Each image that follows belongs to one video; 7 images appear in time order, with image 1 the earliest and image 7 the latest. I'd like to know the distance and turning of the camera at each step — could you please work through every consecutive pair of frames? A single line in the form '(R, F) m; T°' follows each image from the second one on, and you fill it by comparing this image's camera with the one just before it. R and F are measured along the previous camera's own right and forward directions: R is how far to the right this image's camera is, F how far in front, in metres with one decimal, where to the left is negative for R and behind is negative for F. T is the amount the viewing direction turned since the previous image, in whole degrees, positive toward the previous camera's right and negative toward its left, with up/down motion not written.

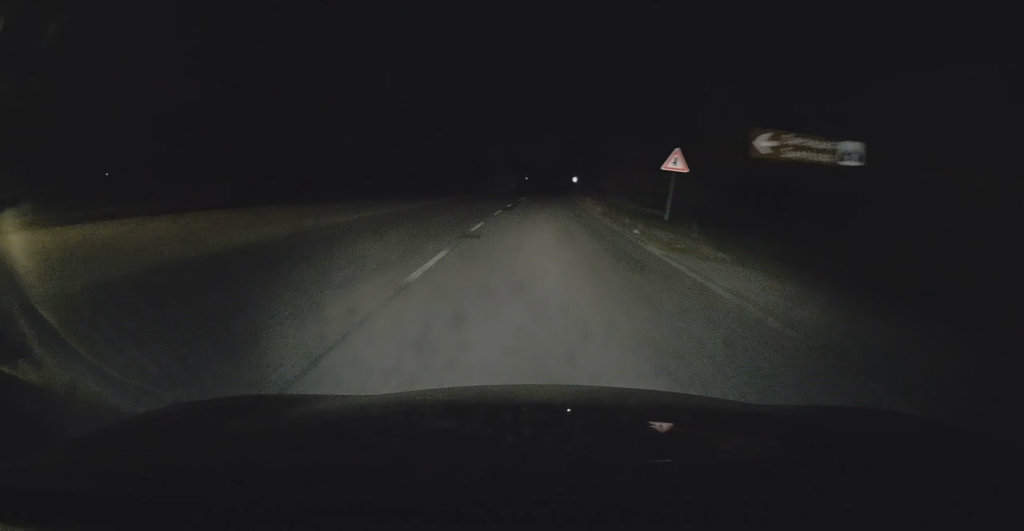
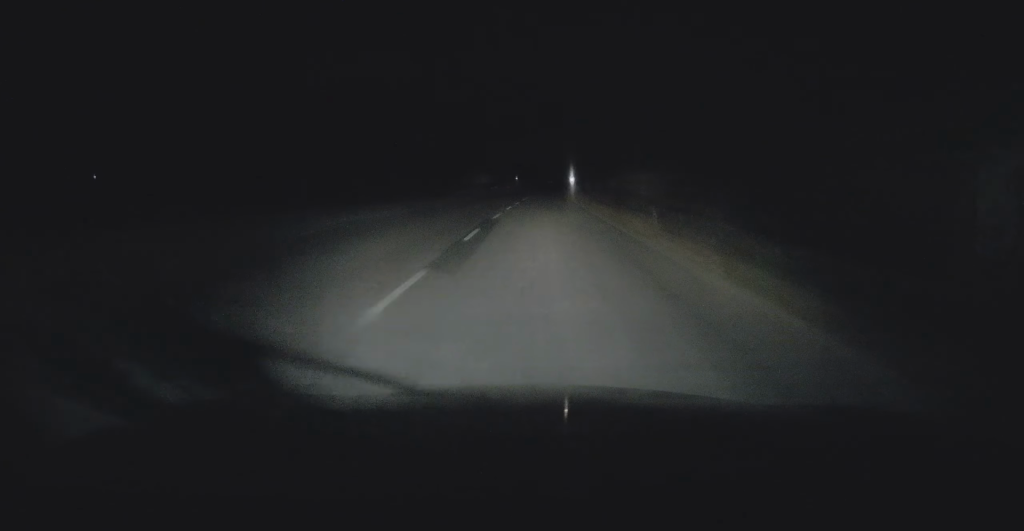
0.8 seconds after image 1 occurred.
(+0.1, +17.6) m; +1°
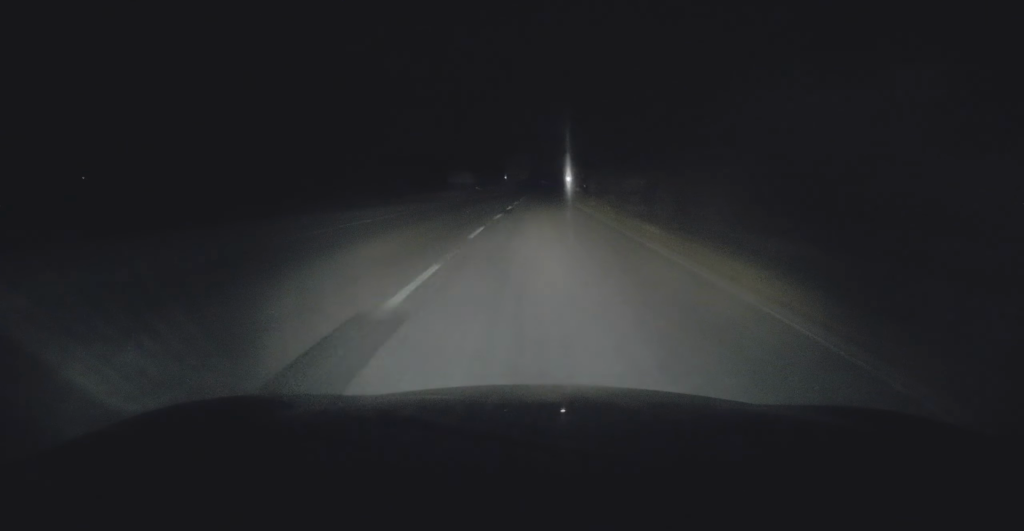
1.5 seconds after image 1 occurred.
(+0.2, +14.7) m; +1°
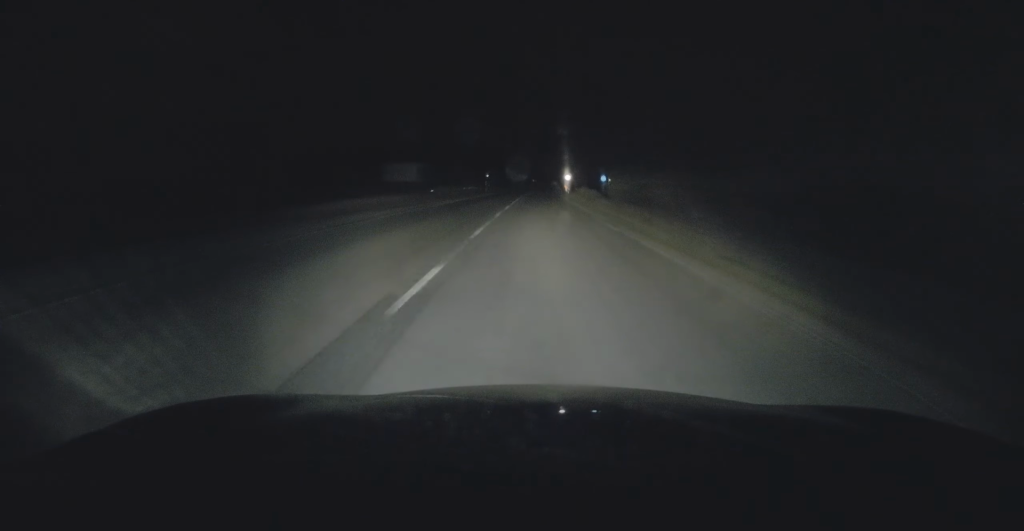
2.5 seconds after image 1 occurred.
(+0.3, +22.8) m; 0°
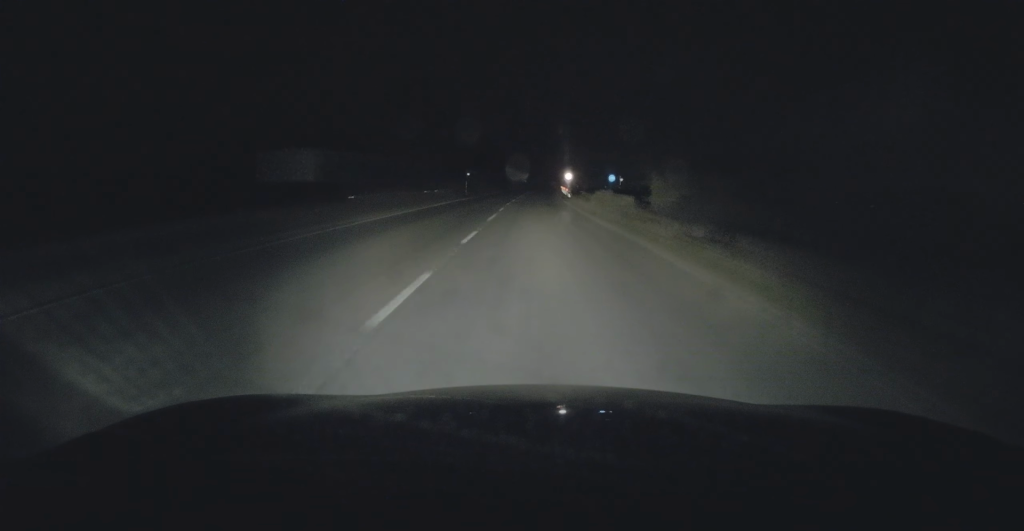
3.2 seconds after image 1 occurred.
(-0.2, +16.3) m; +1°
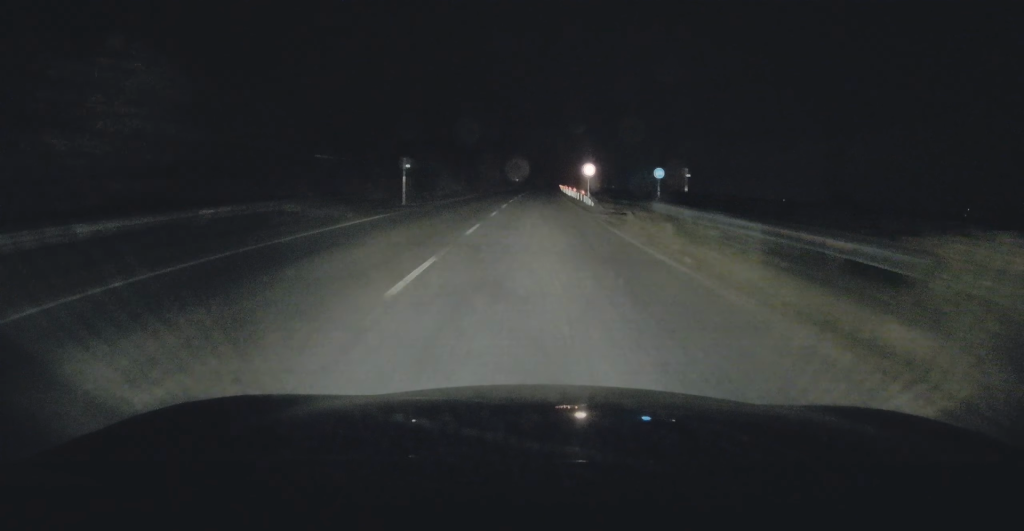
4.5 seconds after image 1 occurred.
(+0.6, +29.1) m; +1°
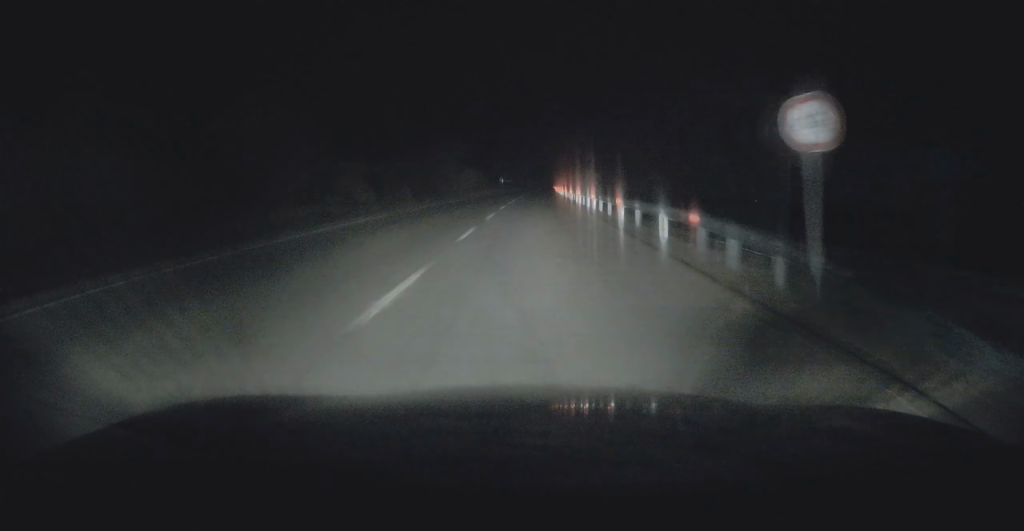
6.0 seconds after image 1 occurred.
(-0.4, +32.3) m; 0°
